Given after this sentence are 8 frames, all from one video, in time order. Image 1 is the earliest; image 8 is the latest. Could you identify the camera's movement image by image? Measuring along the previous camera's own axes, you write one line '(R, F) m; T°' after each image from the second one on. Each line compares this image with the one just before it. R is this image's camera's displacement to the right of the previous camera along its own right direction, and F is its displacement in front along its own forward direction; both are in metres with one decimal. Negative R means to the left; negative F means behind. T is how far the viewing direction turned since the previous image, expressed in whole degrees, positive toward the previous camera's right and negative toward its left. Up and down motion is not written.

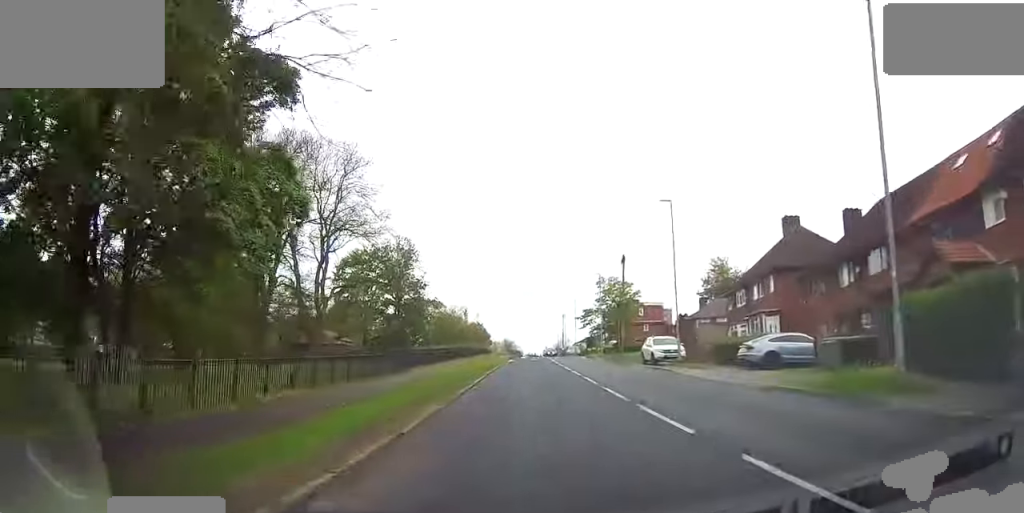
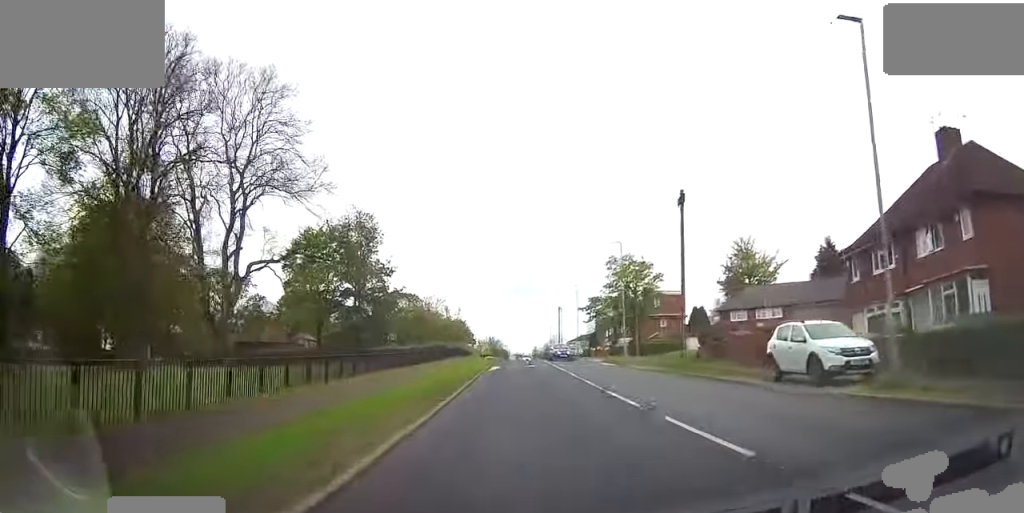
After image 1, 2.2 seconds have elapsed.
(+1.3, +20.1) m; +6°
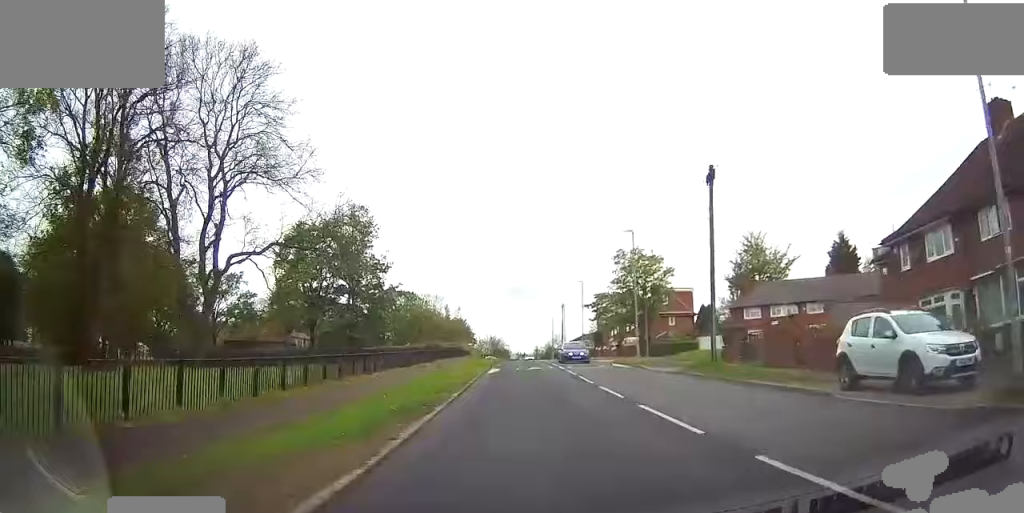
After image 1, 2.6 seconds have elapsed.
(+0.2, +4.2) m; 0°
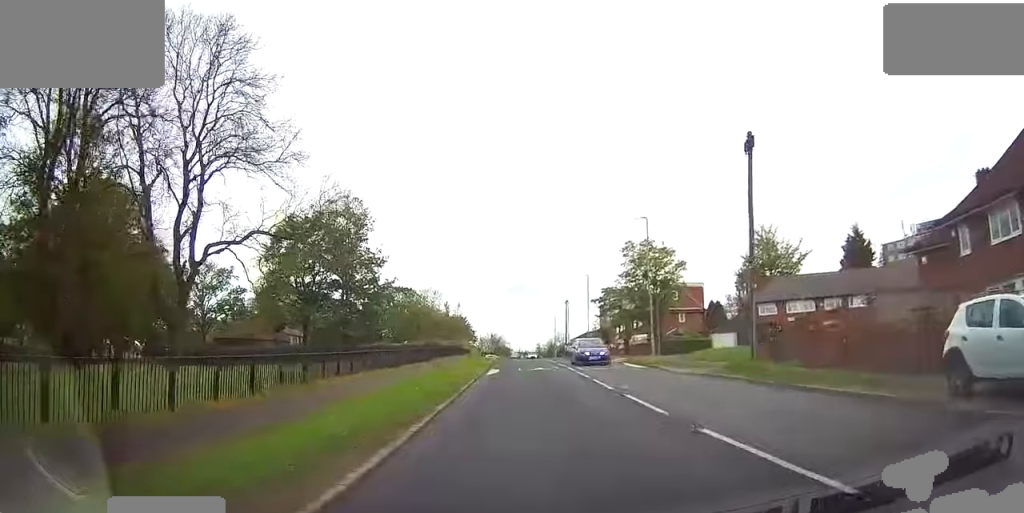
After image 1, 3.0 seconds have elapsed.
(+0.1, +4.2) m; 0°
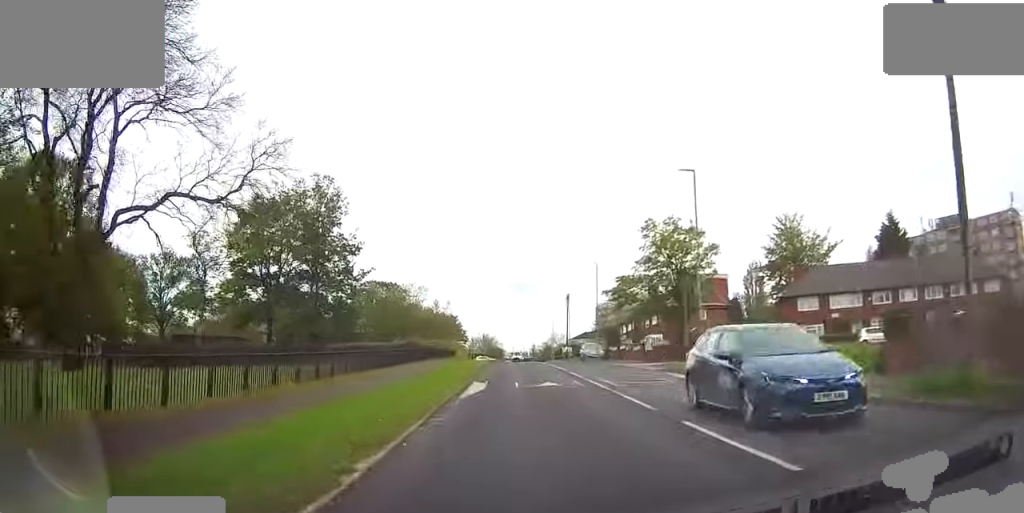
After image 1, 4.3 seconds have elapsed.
(-0.5, +11.6) m; -2°
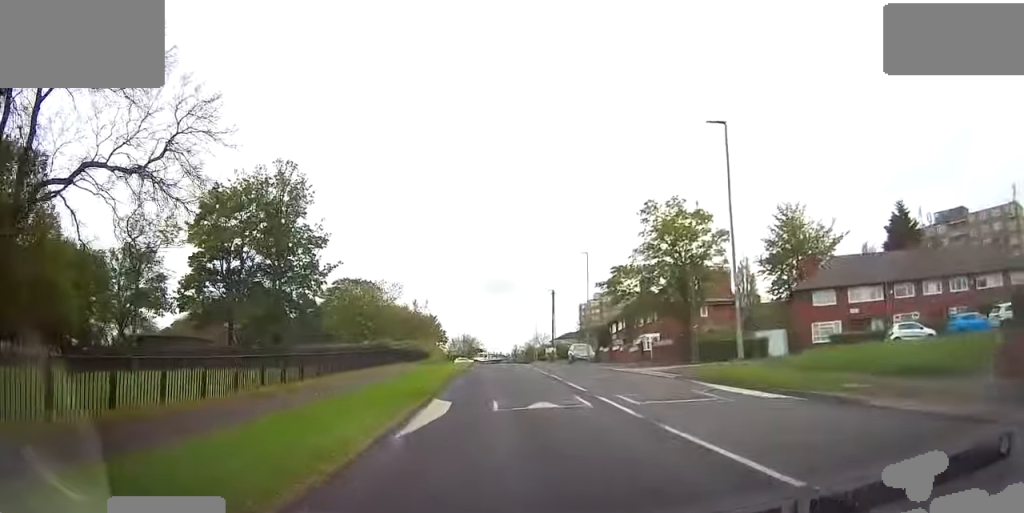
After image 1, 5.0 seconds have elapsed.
(0.0, +6.9) m; +1°
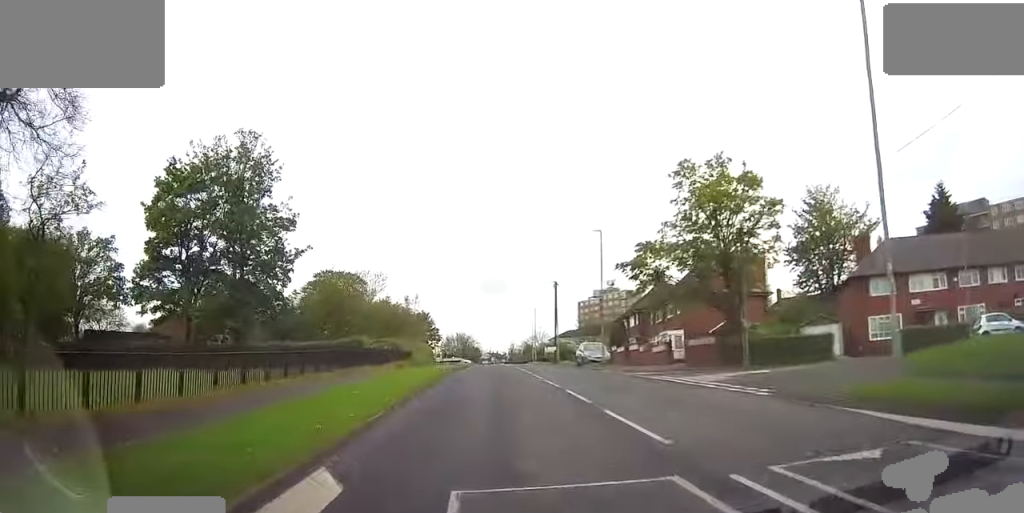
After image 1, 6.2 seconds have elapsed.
(+0.3, +9.8) m; +4°
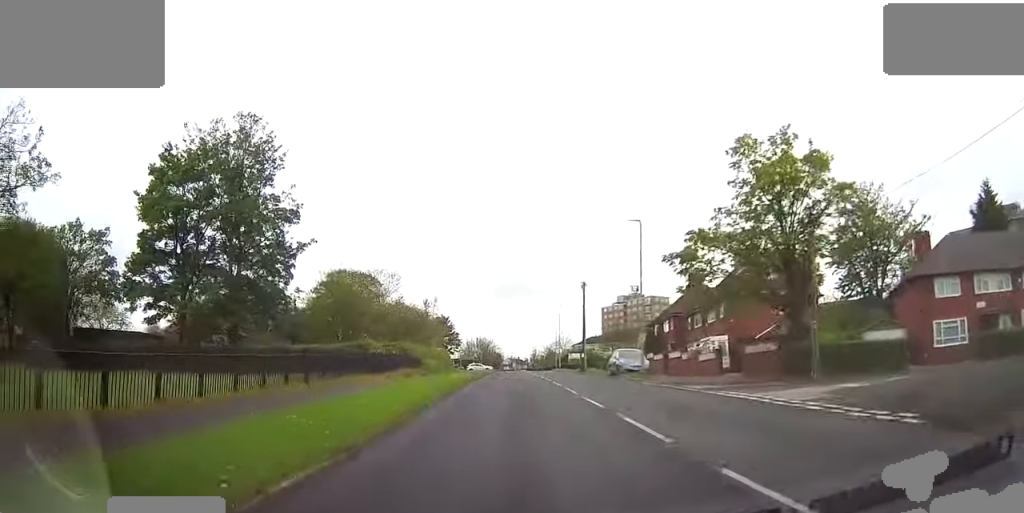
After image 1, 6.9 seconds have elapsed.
(+0.3, +5.7) m; 0°
